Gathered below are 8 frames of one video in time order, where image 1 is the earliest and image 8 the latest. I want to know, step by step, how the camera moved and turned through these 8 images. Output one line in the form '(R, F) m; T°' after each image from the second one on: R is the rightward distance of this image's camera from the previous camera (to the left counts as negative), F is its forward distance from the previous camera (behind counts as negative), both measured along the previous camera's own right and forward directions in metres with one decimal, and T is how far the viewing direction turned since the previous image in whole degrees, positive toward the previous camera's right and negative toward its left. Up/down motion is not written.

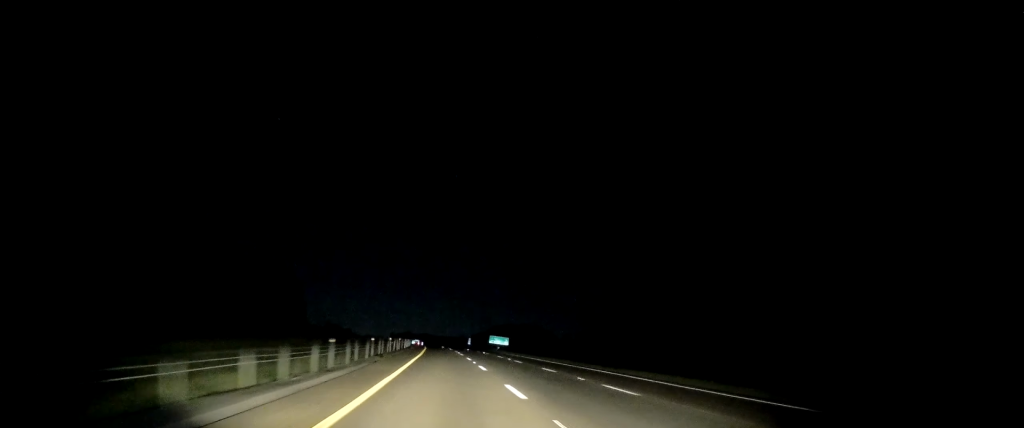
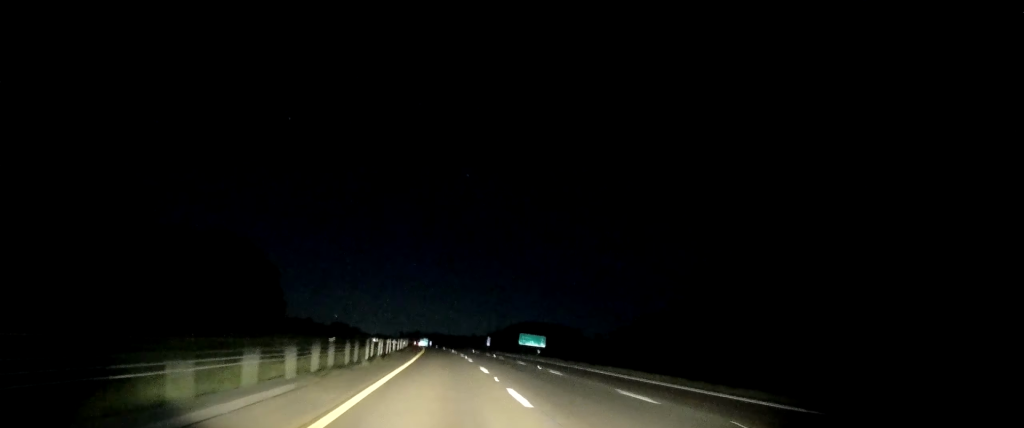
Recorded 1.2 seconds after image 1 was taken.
(-0.1, +37.4) m; -1°
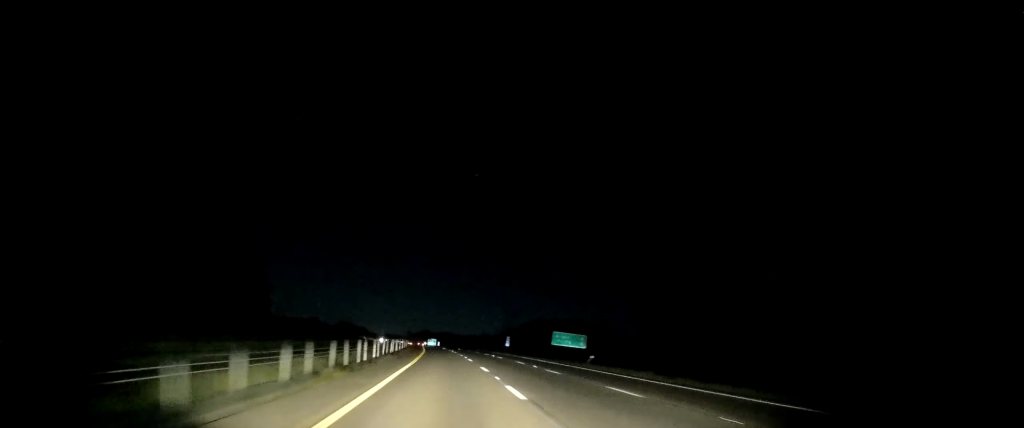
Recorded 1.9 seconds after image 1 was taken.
(-0.4, +22.9) m; -1°
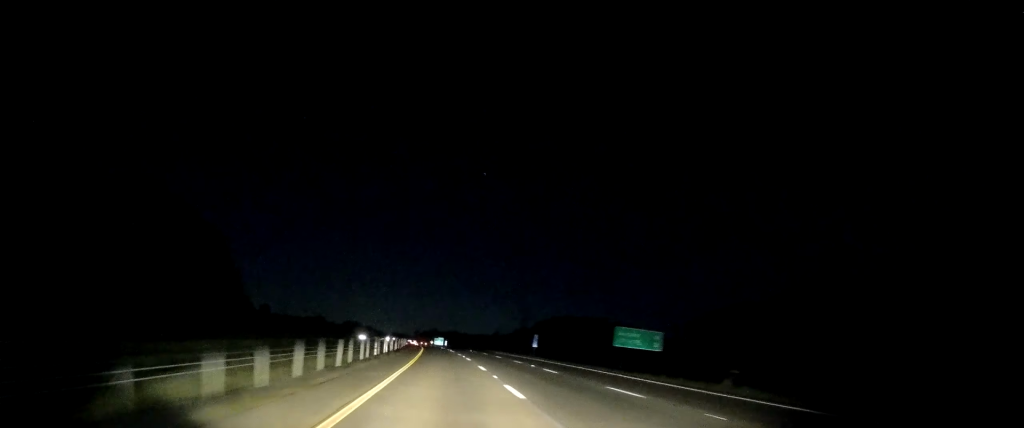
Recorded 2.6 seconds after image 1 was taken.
(-0.2, +24.1) m; -1°
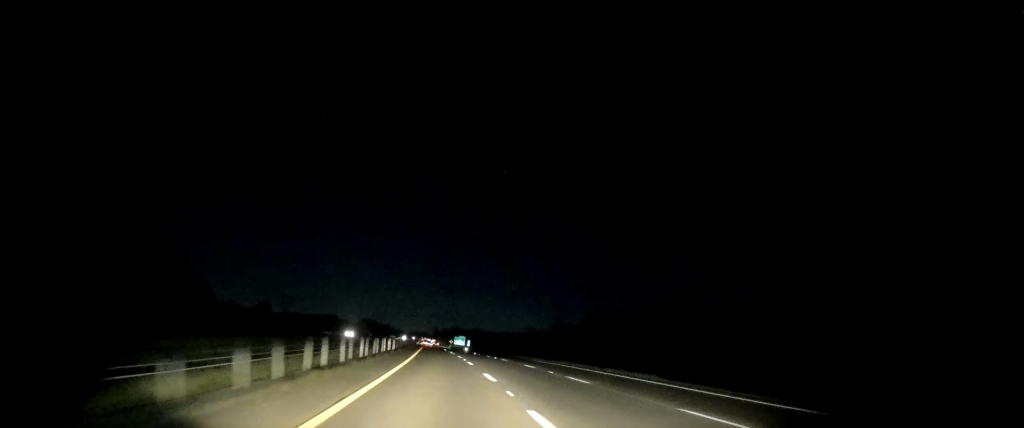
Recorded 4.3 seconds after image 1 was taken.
(-0.1, +56.2) m; -2°
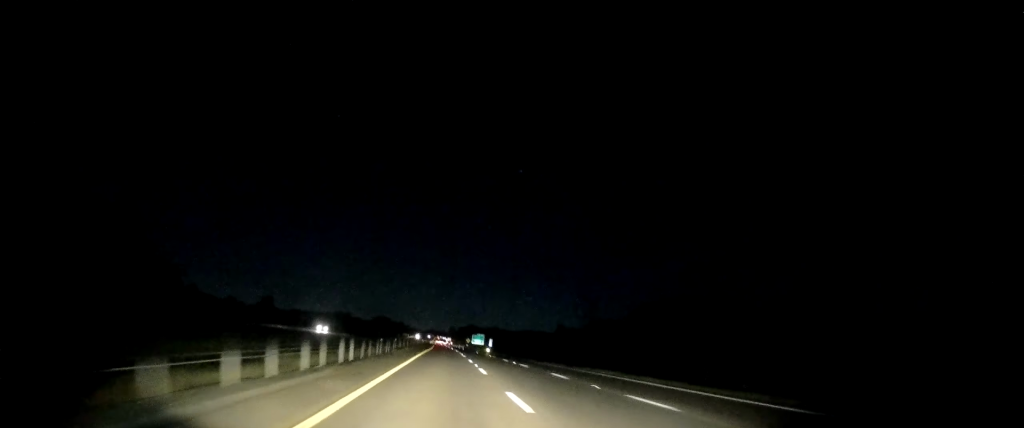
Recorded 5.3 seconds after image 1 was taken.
(-1.0, +32.3) m; -2°
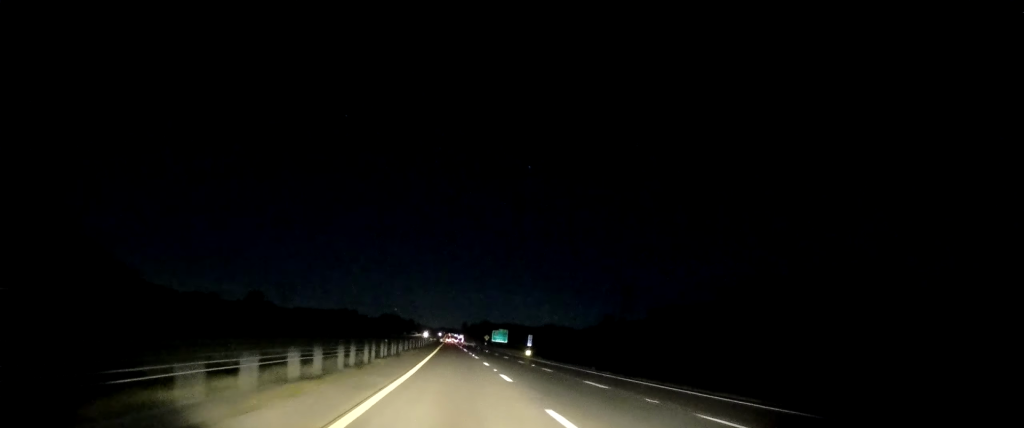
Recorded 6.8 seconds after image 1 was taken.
(-0.4, +52.1) m; -1°
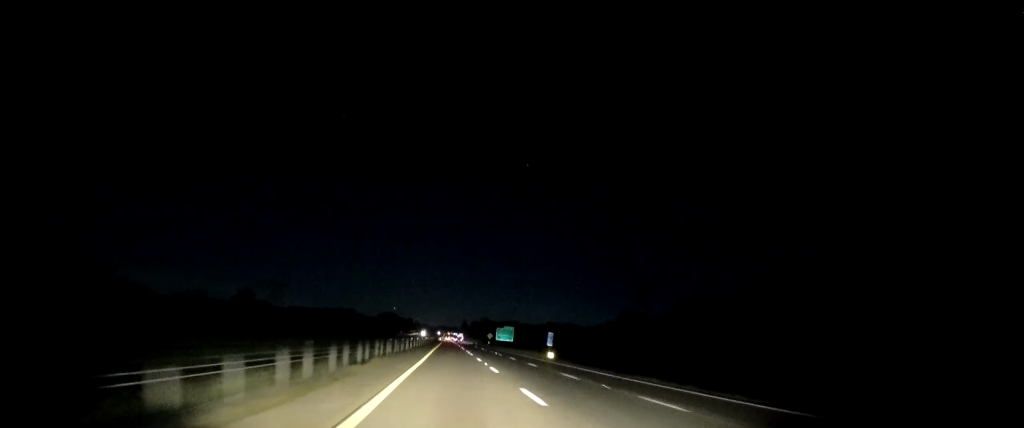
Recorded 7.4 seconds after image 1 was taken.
(-0.1, +19.4) m; -1°
